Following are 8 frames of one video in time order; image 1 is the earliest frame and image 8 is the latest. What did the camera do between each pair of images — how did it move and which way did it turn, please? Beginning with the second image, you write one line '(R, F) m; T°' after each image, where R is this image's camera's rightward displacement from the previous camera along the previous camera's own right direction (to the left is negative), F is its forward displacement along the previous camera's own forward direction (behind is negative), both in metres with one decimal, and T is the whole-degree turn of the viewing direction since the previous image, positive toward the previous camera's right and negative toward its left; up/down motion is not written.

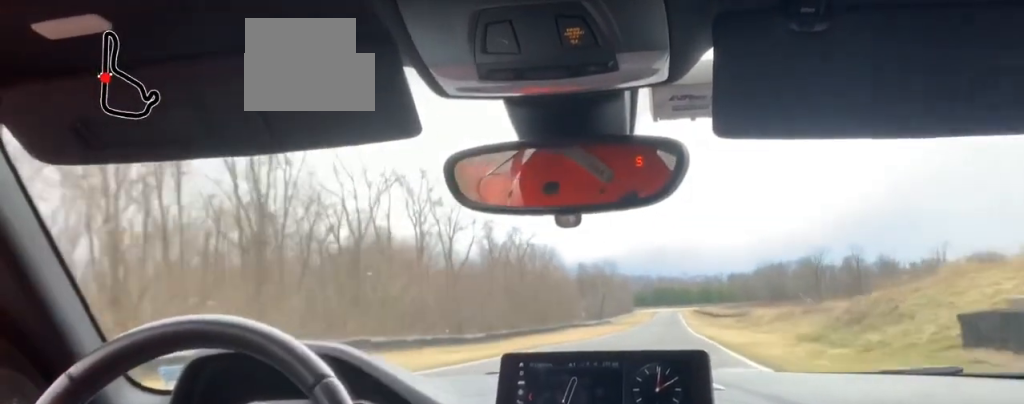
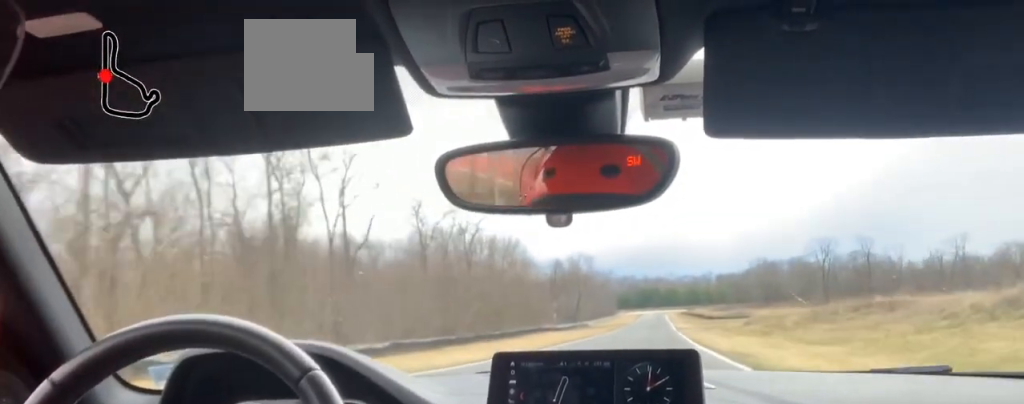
(-0.3, +34.1) m; -1°
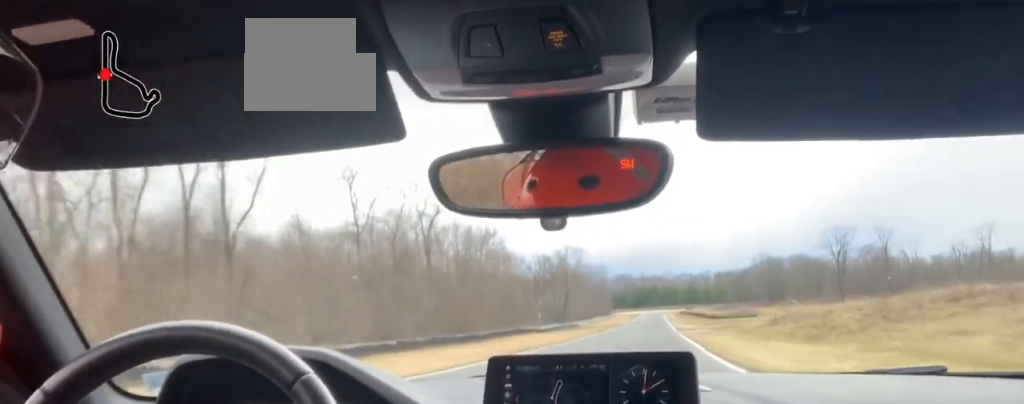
(-0.3, +22.4) m; +1°
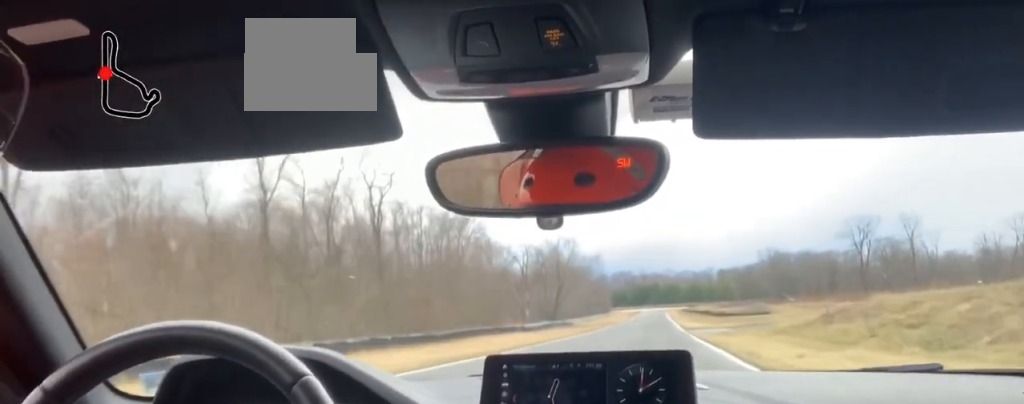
(-0.6, +20.1) m; +1°
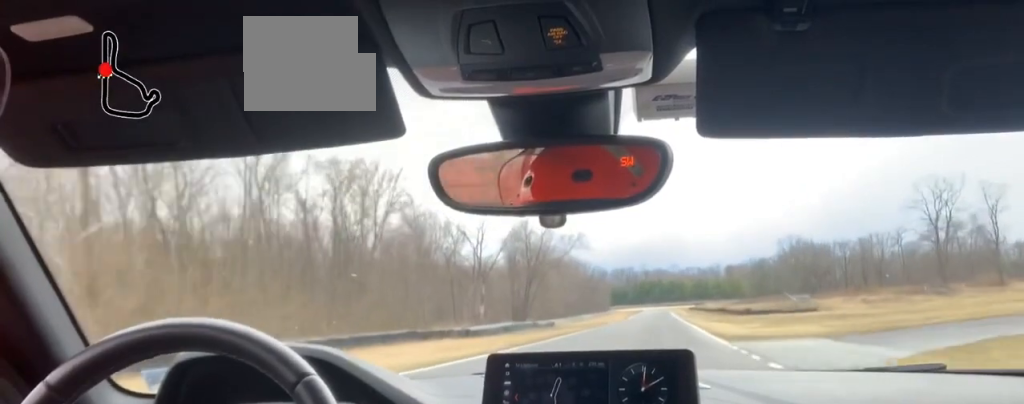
(+2.1, +44.1) m; +1°
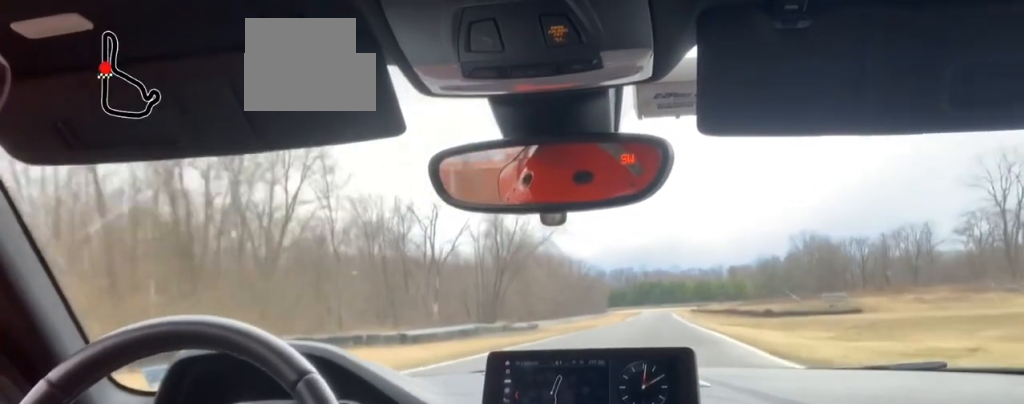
(-0.7, +24.6) m; -1°
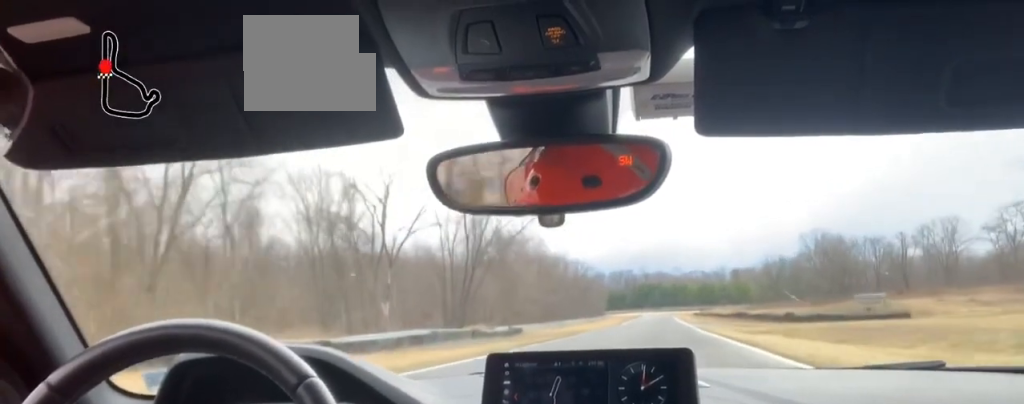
(0.0, +17.2) m; 0°
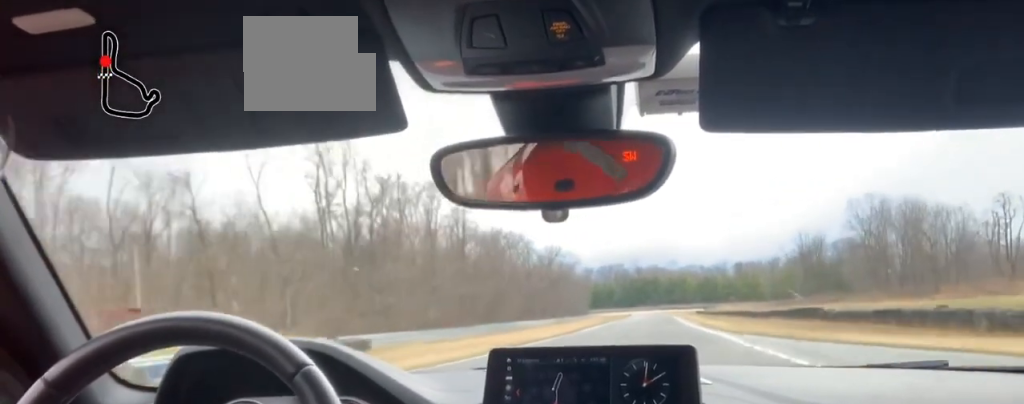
(-0.6, +70.2) m; 0°
